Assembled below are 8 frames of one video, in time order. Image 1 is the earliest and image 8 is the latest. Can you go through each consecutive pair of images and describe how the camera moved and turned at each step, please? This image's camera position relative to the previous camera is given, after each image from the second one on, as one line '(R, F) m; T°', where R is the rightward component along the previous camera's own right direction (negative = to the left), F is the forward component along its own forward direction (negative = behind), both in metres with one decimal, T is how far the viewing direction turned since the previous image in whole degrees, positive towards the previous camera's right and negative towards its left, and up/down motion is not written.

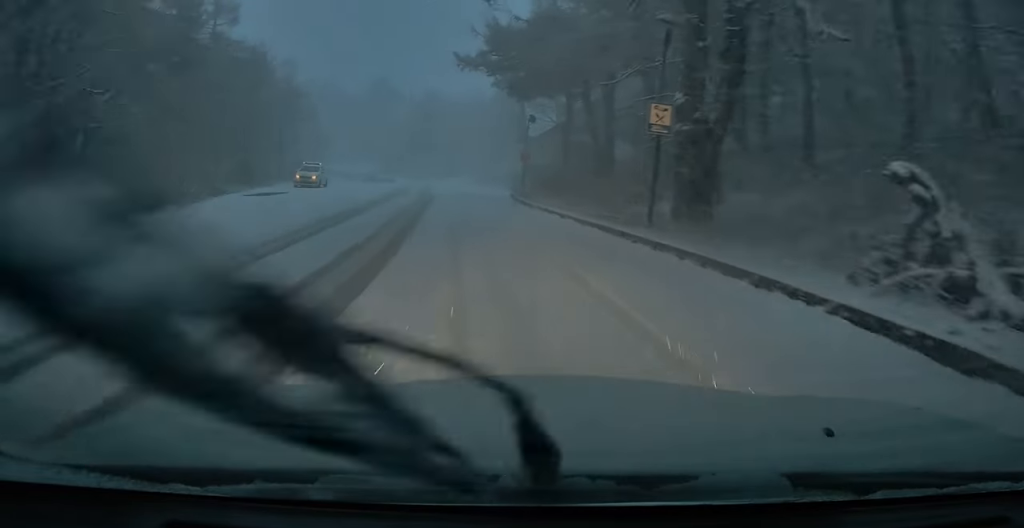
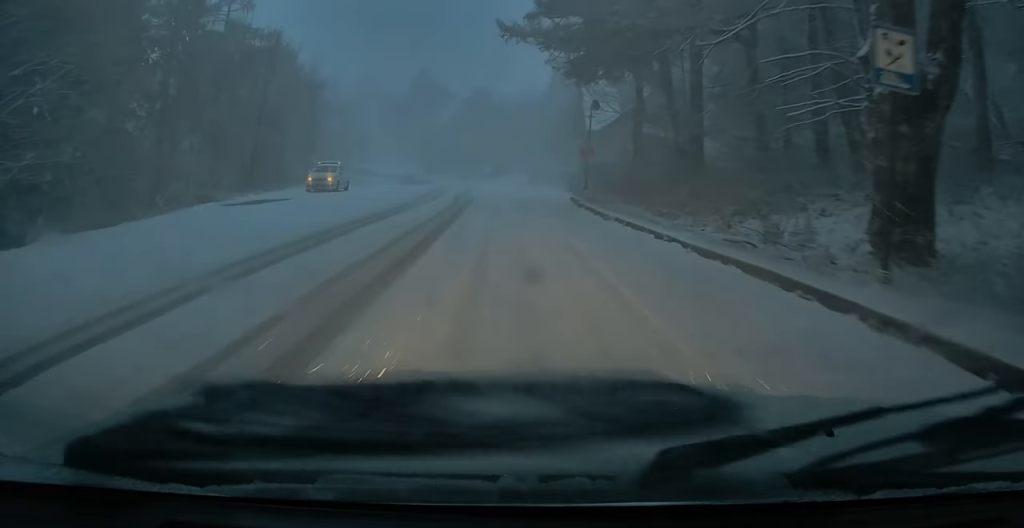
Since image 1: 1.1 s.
(0.0, +6.6) m; +4°
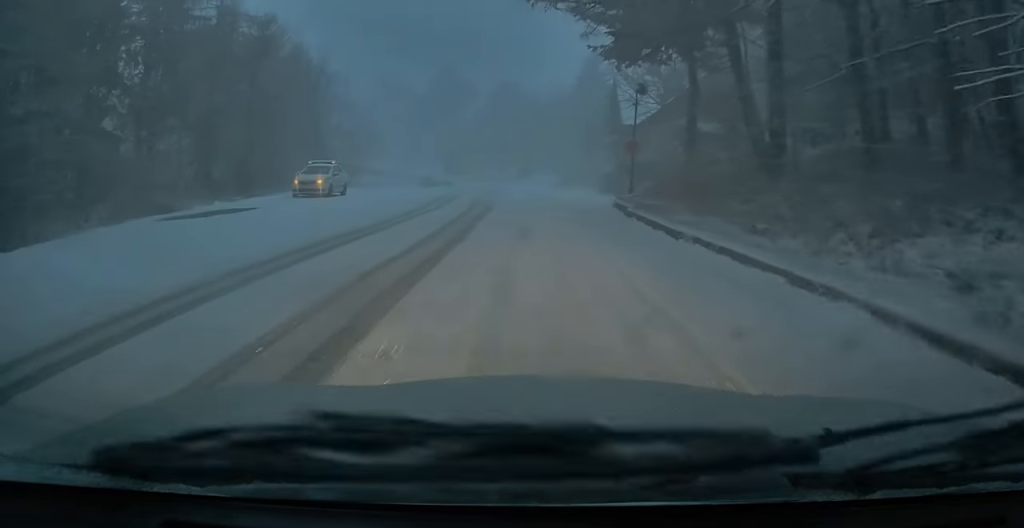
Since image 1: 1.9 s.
(+0.3, +5.1) m; +4°
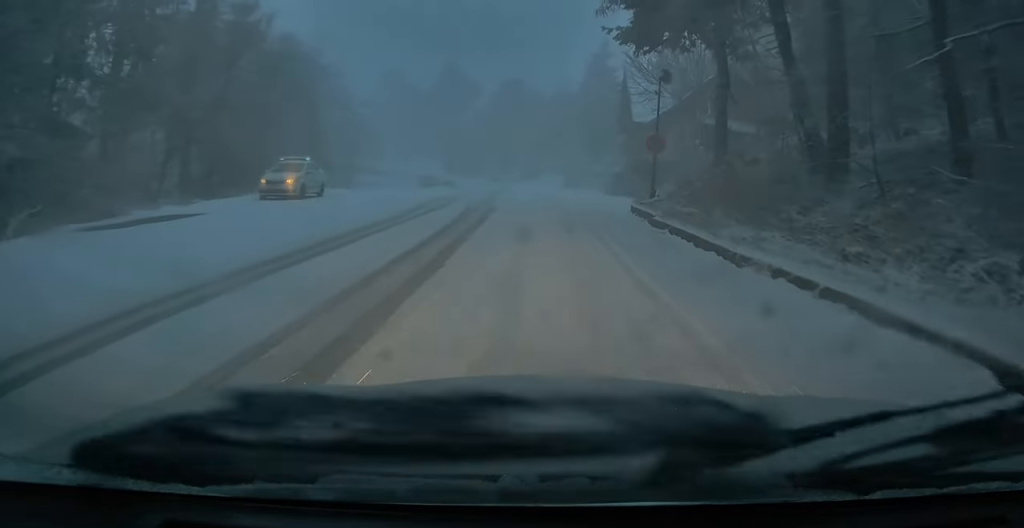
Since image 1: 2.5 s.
(+0.1, +3.4) m; -1°
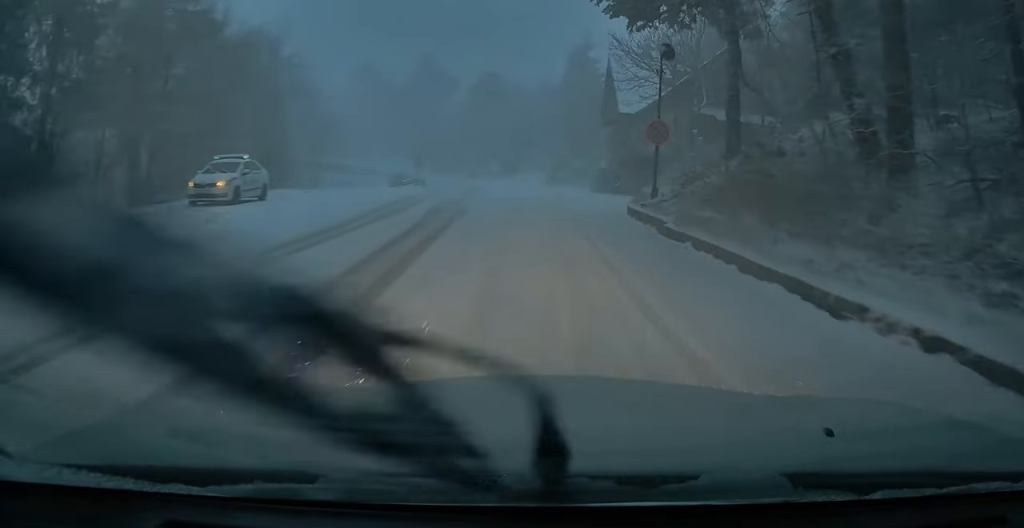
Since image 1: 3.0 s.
(+0.2, +3.5) m; -4°
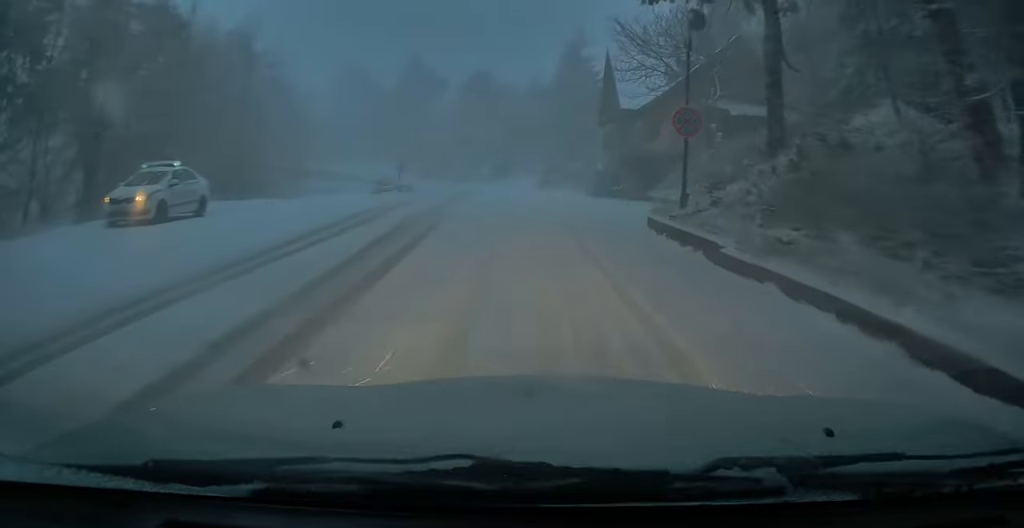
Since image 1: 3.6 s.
(-0.4, +4.0) m; -4°
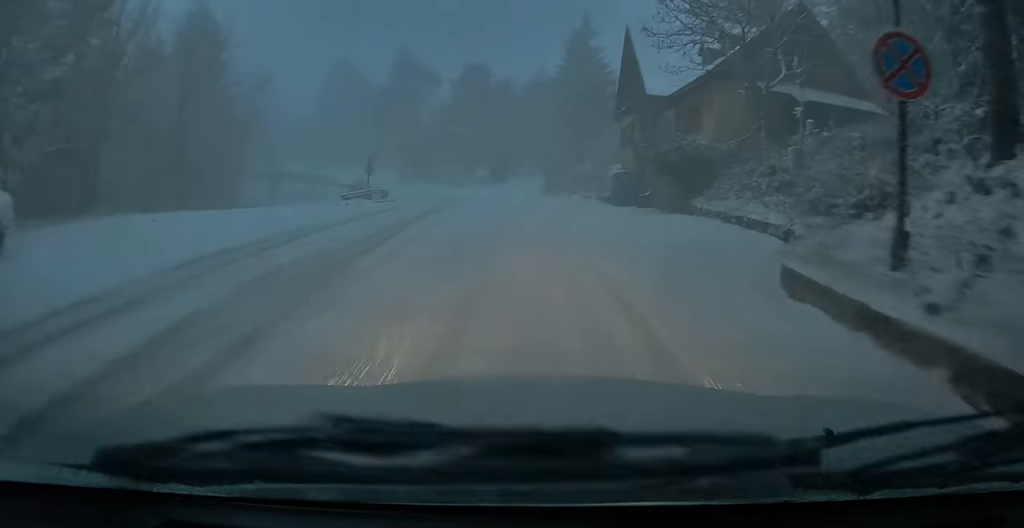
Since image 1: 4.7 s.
(-0.7, +8.4) m; -3°
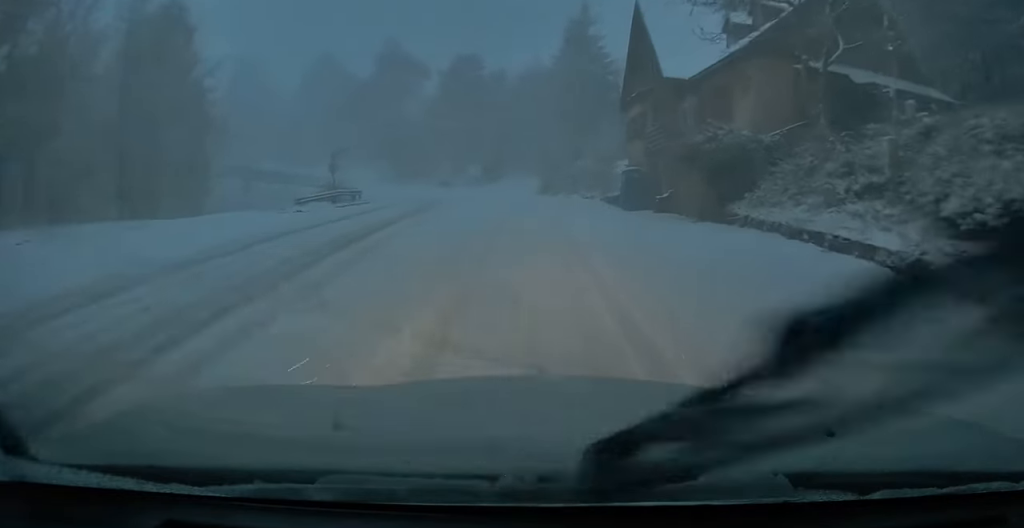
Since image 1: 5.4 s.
(+0.1, +5.4) m; 0°
